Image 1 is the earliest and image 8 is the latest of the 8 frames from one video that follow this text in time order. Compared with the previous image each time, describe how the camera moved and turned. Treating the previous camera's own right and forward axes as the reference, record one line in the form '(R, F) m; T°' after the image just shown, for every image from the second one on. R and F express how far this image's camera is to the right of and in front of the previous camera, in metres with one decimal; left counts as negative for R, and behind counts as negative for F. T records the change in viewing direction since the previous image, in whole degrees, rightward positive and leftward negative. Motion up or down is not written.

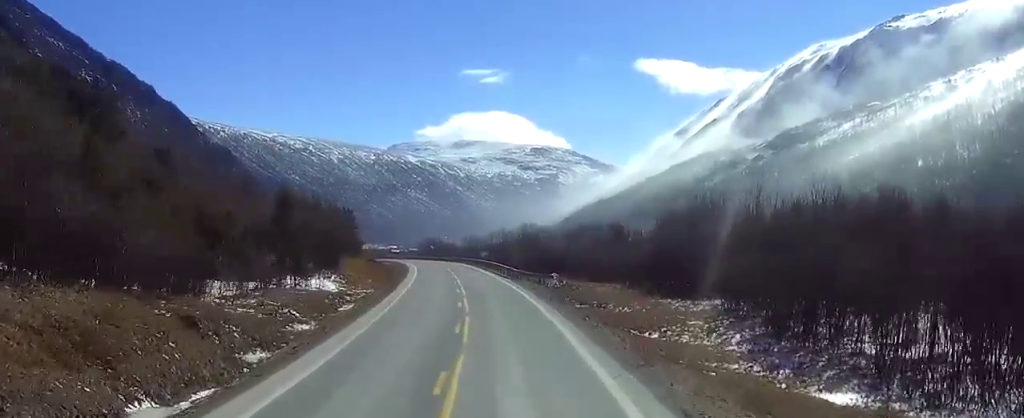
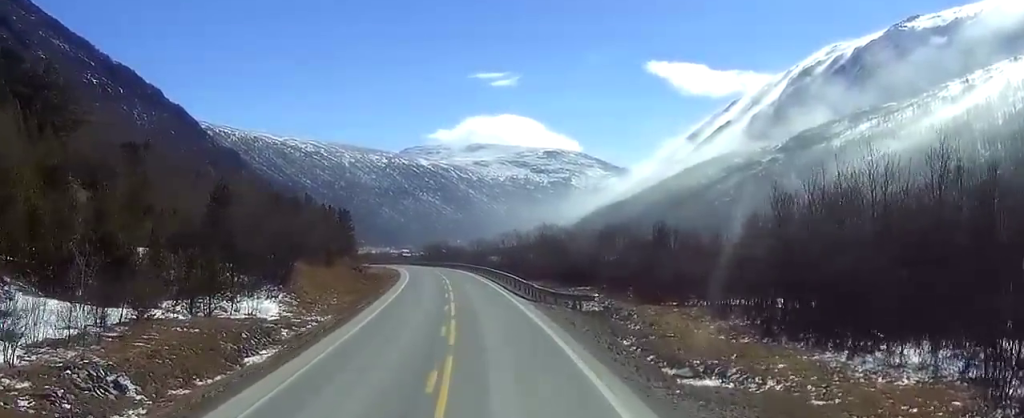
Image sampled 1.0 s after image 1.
(-0.2, +22.4) m; -1°
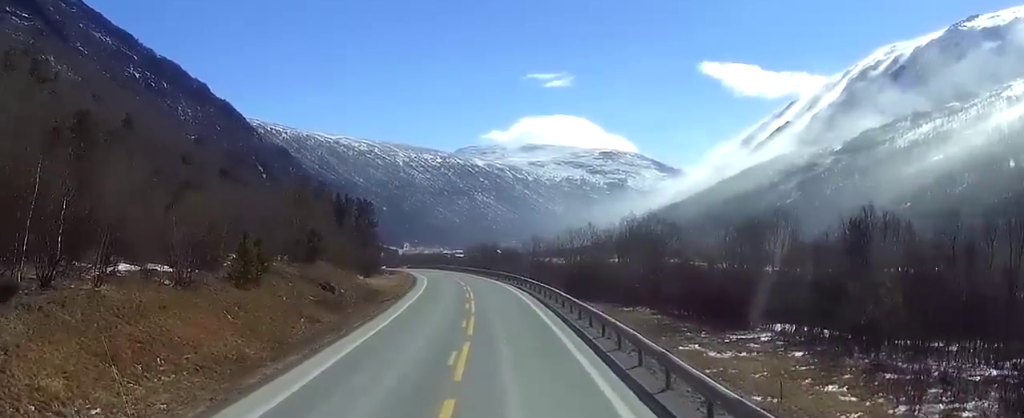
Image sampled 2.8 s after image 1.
(-0.9, +42.3) m; -2°
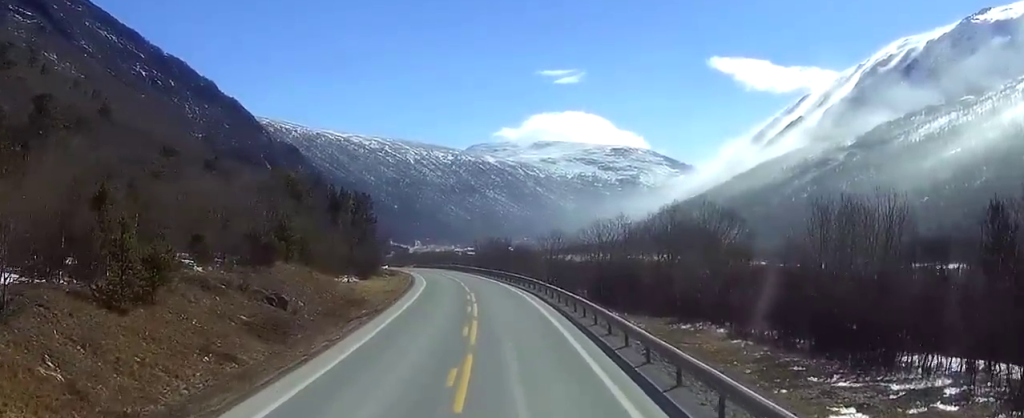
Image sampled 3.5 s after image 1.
(-0.1, +16.4) m; -1°
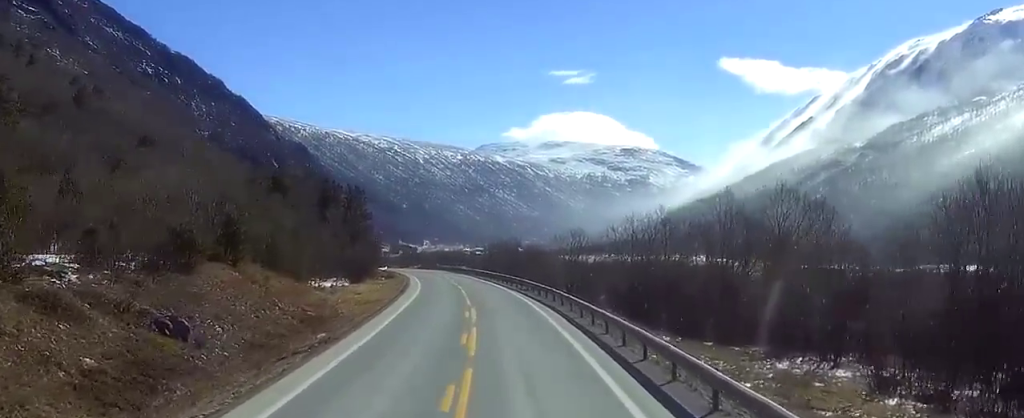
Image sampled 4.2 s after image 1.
(0.0, +15.3) m; -1°
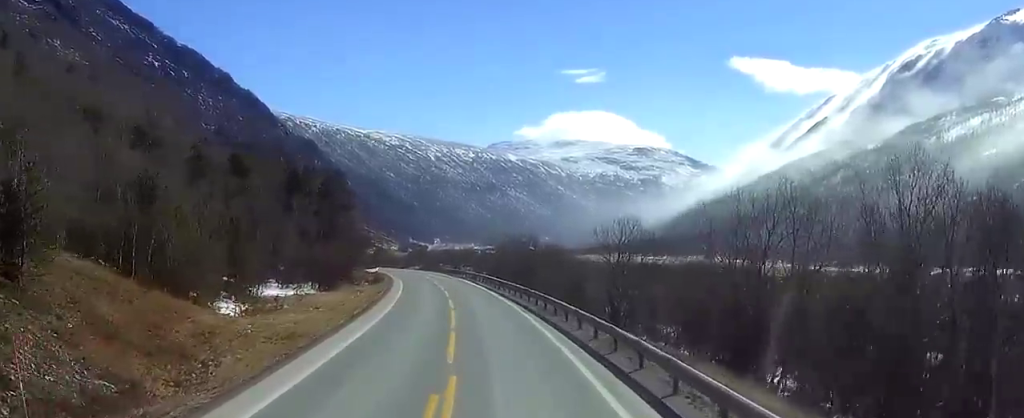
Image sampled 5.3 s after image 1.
(-0.7, +26.2) m; -2°
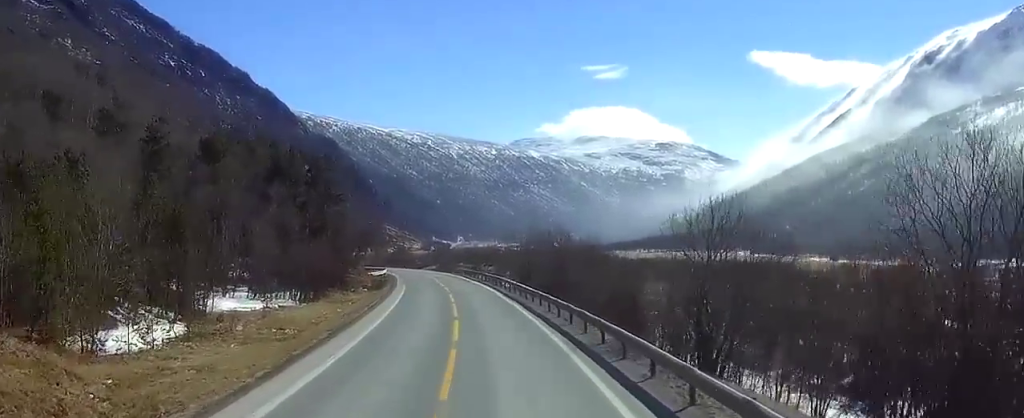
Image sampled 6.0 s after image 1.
(0.0, +18.2) m; 0°
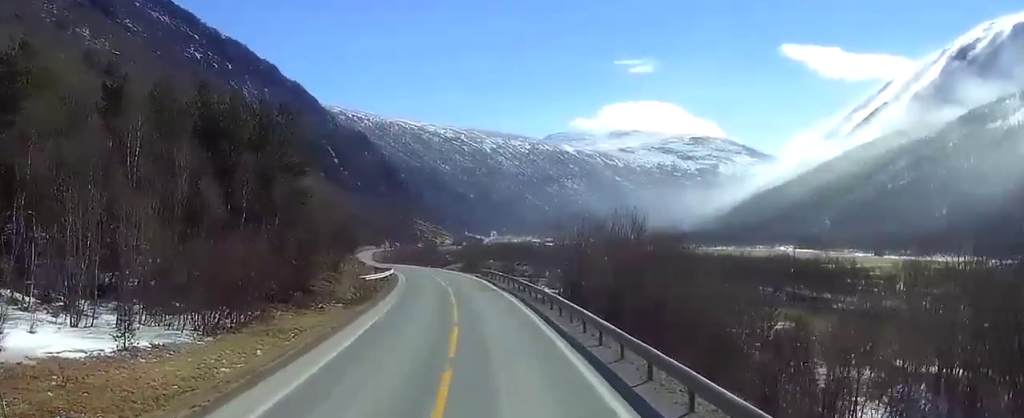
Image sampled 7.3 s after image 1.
(0.0, +29.8) m; 0°
